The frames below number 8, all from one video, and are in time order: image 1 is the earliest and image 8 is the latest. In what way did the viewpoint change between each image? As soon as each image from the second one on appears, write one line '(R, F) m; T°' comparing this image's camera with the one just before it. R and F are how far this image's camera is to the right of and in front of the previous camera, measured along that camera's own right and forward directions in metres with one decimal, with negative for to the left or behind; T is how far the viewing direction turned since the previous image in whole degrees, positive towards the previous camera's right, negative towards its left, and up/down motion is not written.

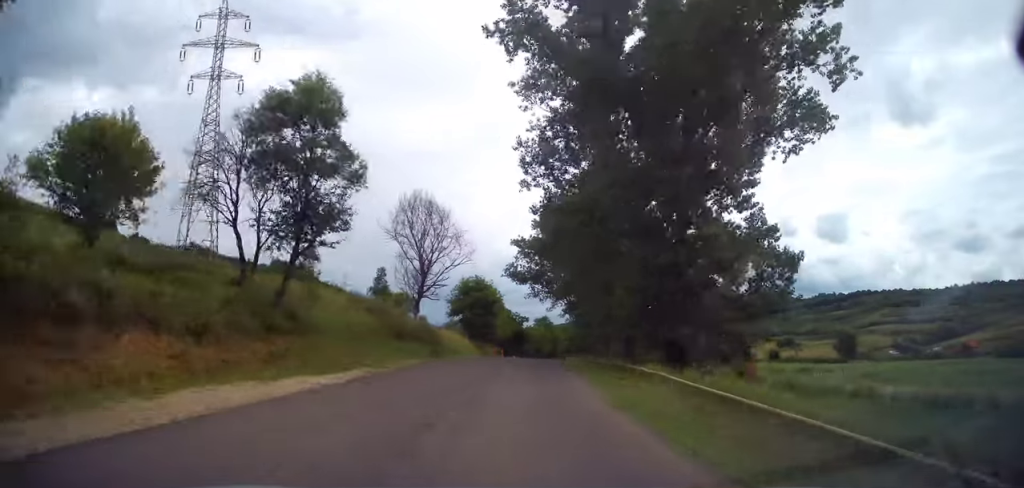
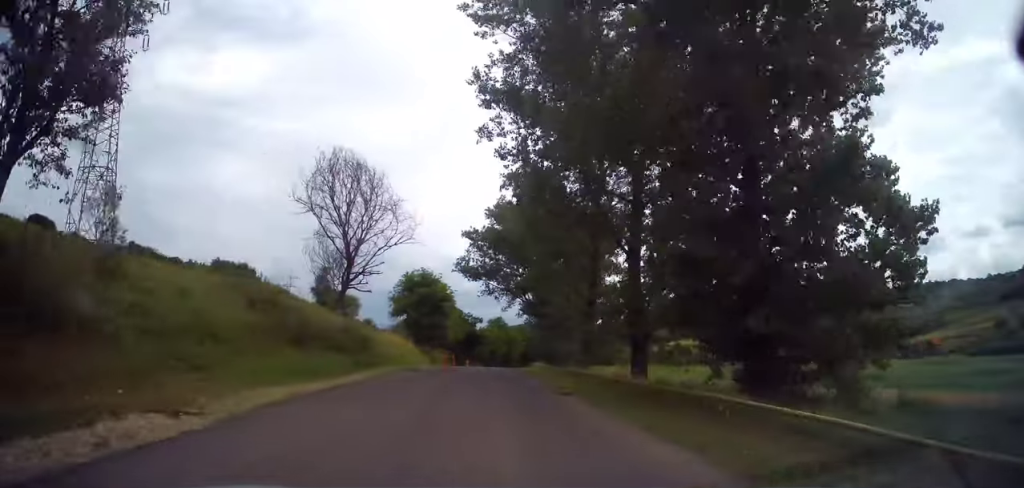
(+0.4, +10.5) m; +5°
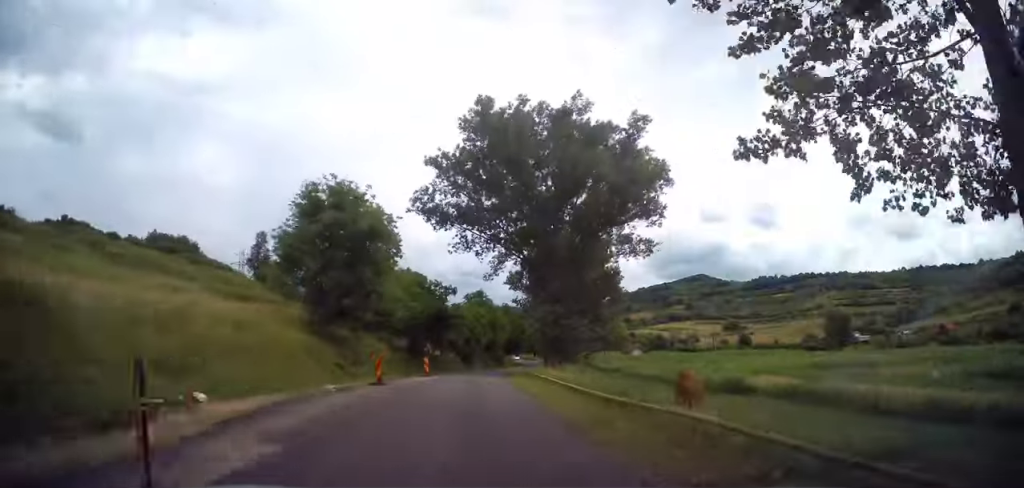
(+2.0, +29.5) m; +4°
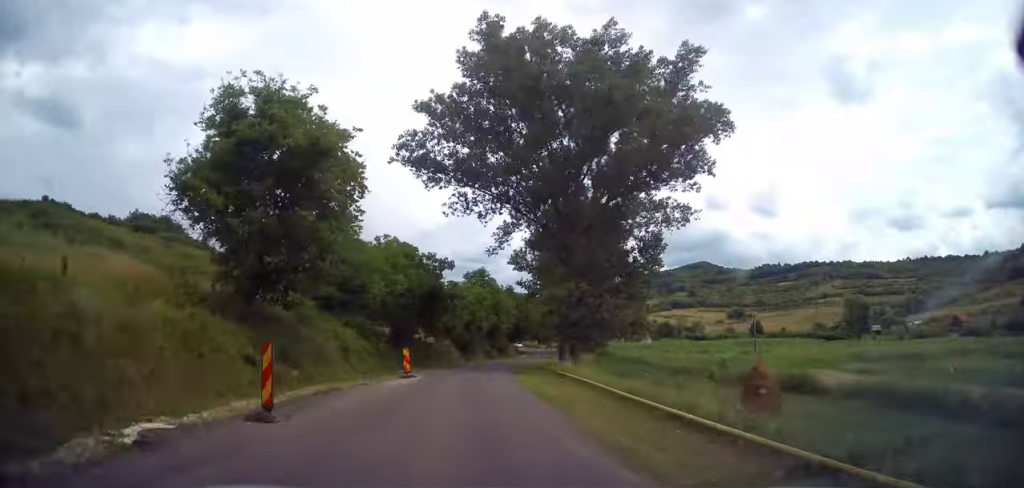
(-0.1, +10.7) m; 0°
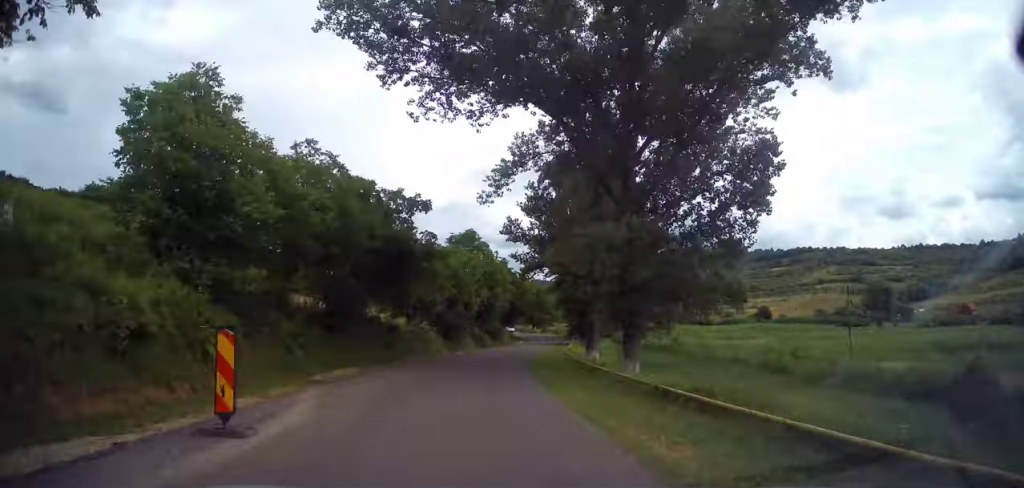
(+0.2, +16.2) m; +3°
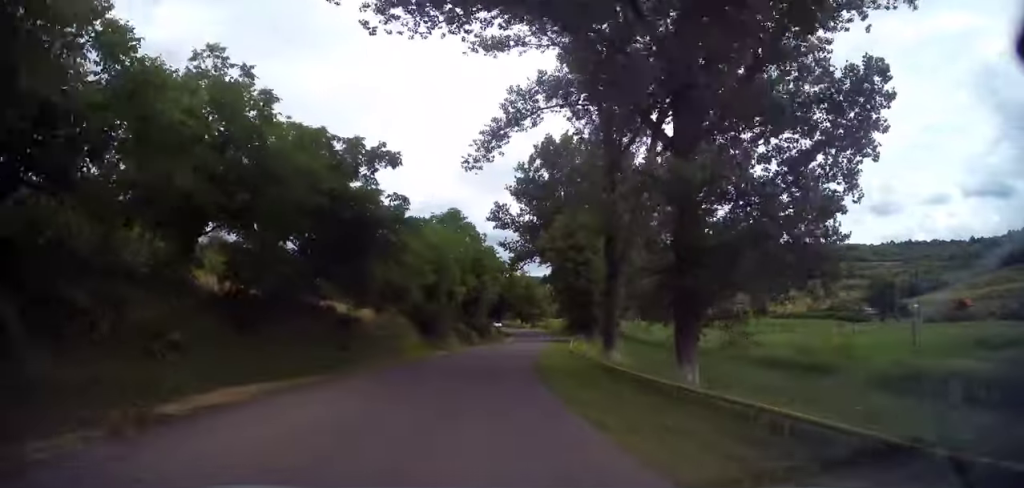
(+0.3, +7.8) m; +1°
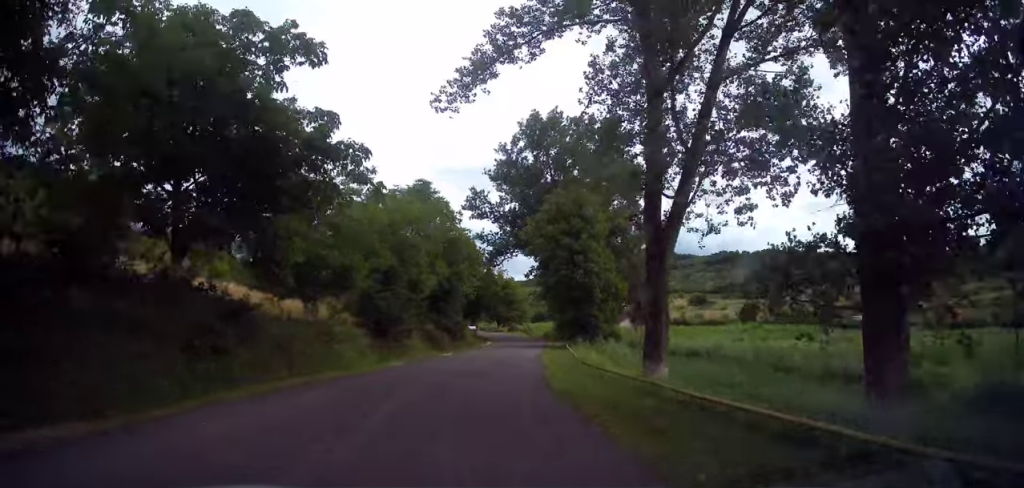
(+0.2, +9.6) m; +2°
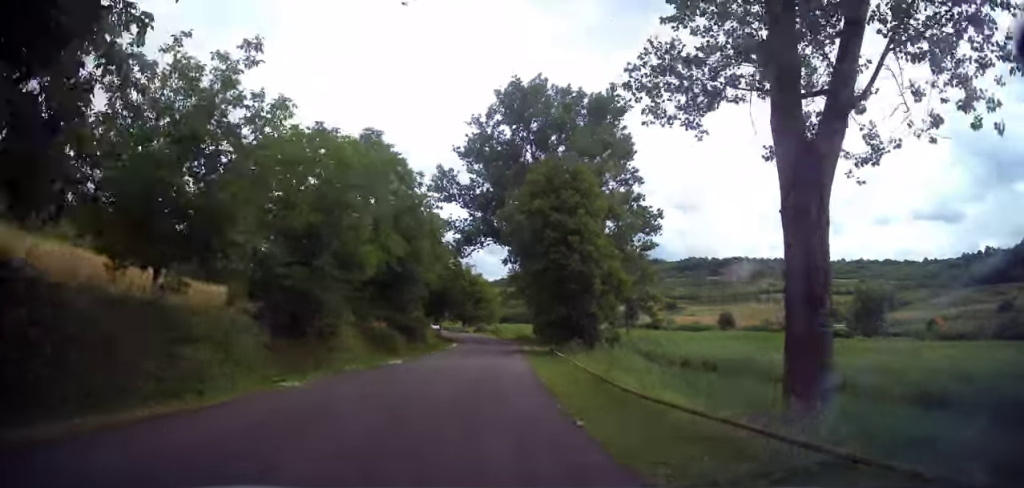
(+0.1, +9.7) m; +2°
